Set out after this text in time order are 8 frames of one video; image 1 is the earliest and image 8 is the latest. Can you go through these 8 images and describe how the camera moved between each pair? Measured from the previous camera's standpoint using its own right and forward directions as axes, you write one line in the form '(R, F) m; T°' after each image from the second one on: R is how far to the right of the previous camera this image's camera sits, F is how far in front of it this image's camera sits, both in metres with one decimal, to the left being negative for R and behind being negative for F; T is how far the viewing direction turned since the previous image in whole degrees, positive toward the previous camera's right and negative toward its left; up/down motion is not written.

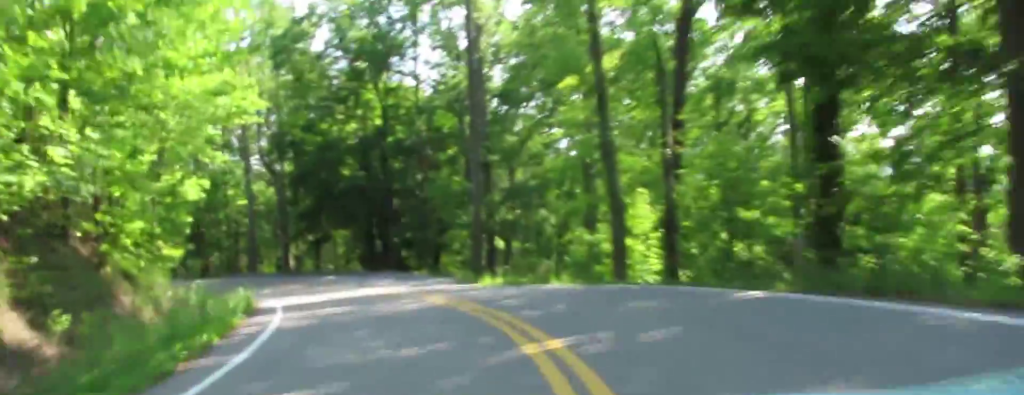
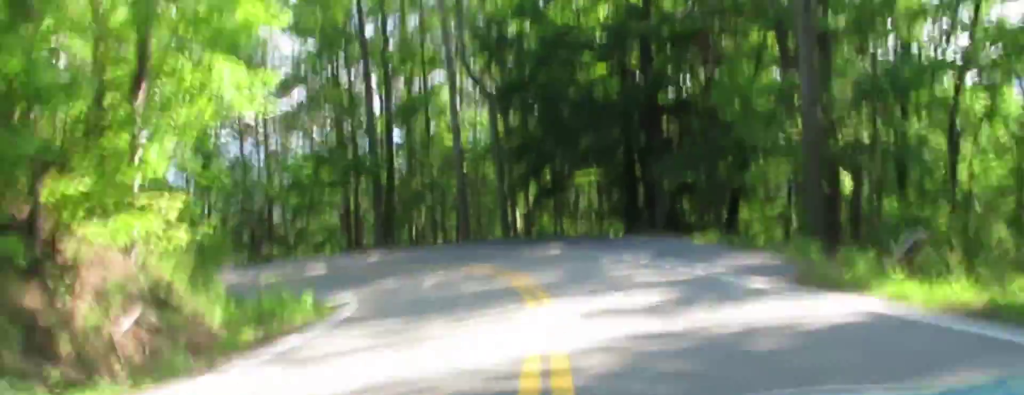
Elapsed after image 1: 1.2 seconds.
(-1.8, +21.4) m; -14°
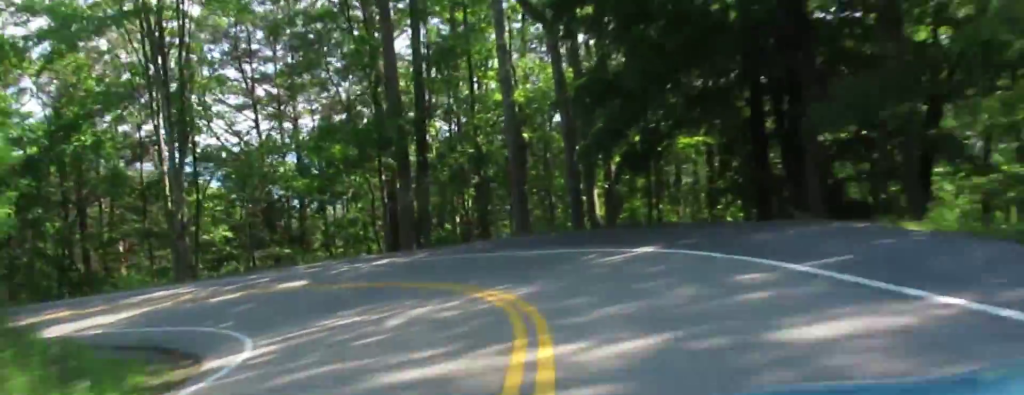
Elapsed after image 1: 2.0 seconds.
(-1.8, +13.3) m; -9°
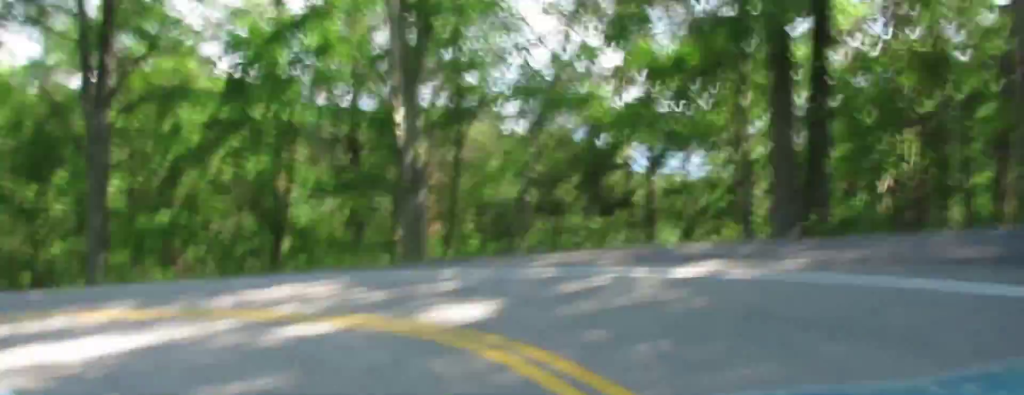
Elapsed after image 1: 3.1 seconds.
(-1.3, +18.2) m; -11°
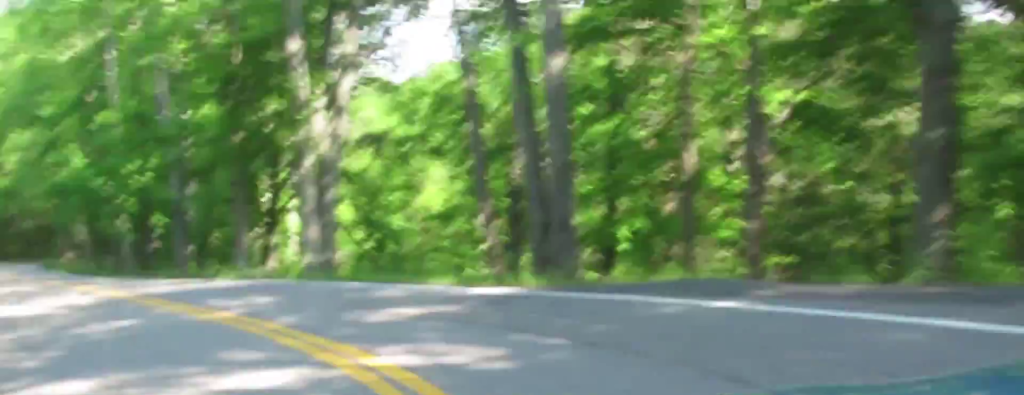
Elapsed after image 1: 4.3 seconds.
(-3.9, +22.1) m; -33°
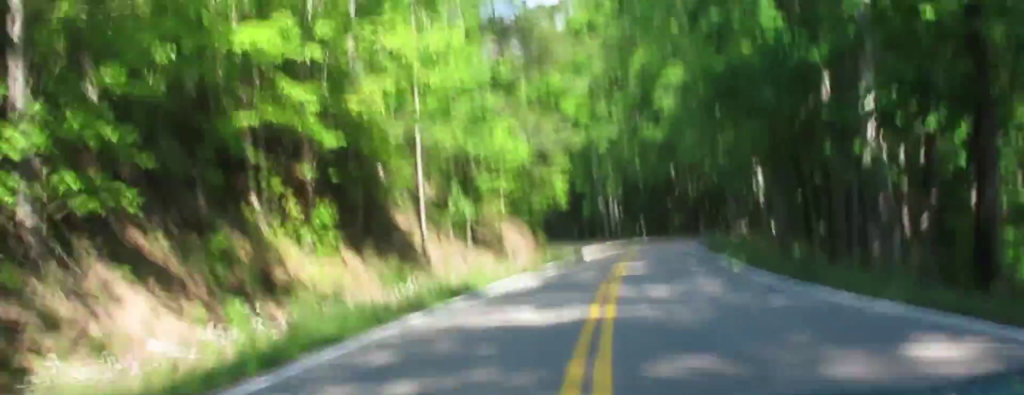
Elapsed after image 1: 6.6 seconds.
(-33.1, +32.2) m; -57°
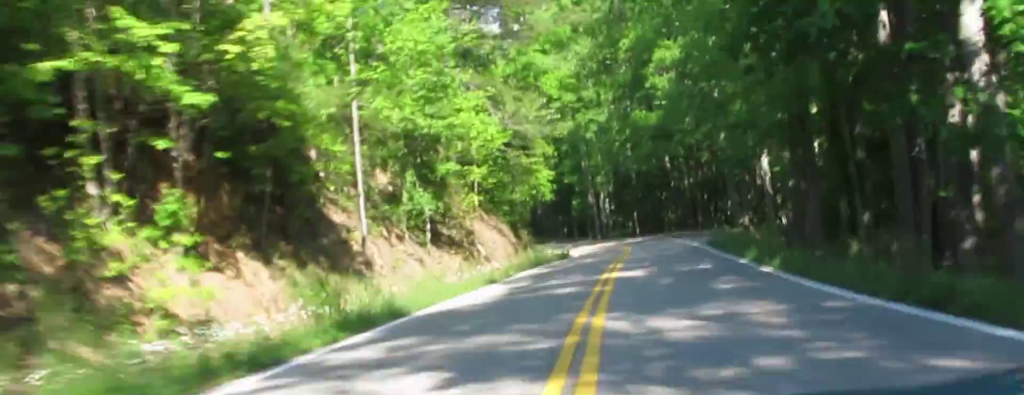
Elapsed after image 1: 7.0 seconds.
(-0.1, +8.8) m; +3°
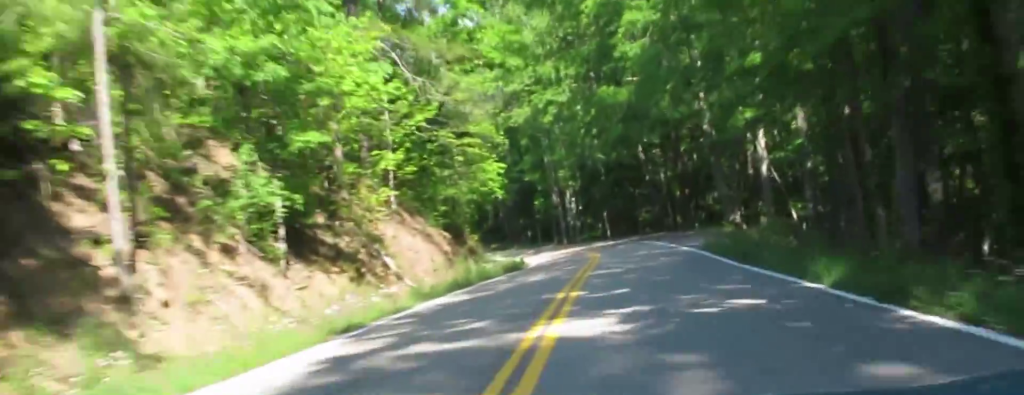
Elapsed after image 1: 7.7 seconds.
(+0.9, +11.9) m; +5°
